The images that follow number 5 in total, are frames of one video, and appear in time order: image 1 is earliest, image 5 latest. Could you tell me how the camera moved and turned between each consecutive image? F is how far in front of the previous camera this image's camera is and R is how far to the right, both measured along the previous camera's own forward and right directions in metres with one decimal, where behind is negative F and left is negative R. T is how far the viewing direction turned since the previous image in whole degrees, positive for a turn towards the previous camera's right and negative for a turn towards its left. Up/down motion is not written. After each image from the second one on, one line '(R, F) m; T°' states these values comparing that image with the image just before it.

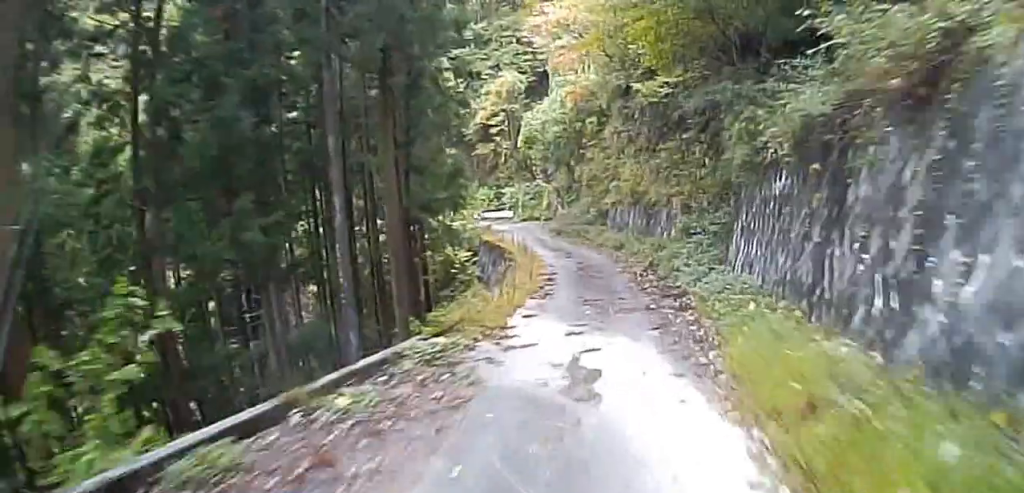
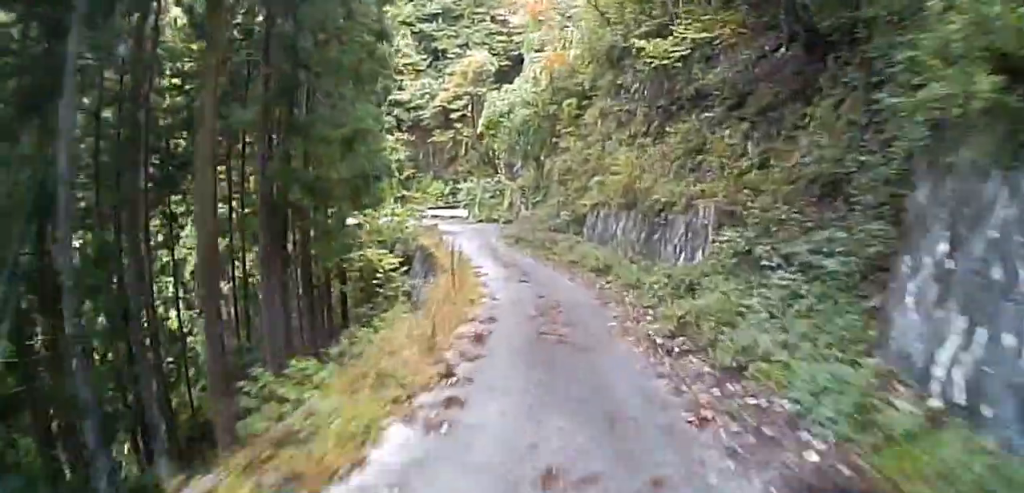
(+2.1, +7.6) m; +20°
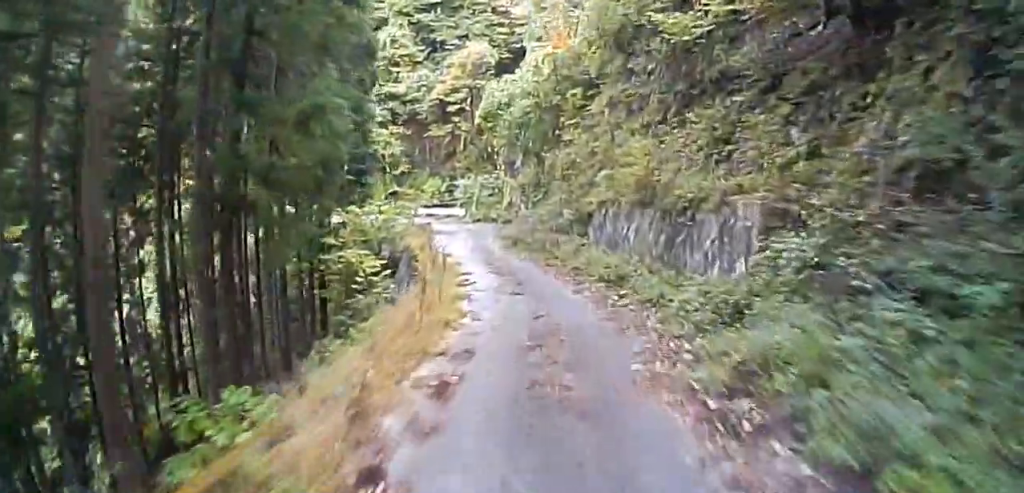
(+0.1, +3.1) m; +1°
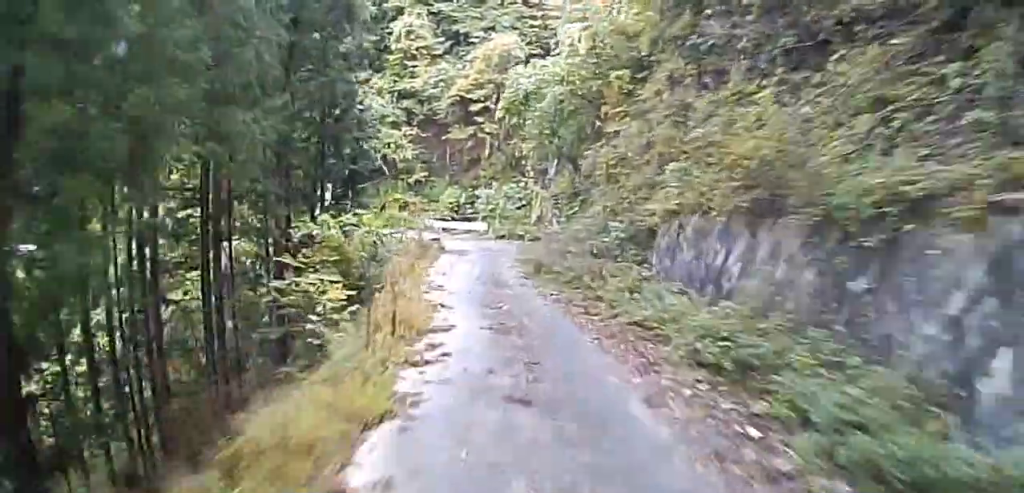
(0.0, +7.1) m; 0°
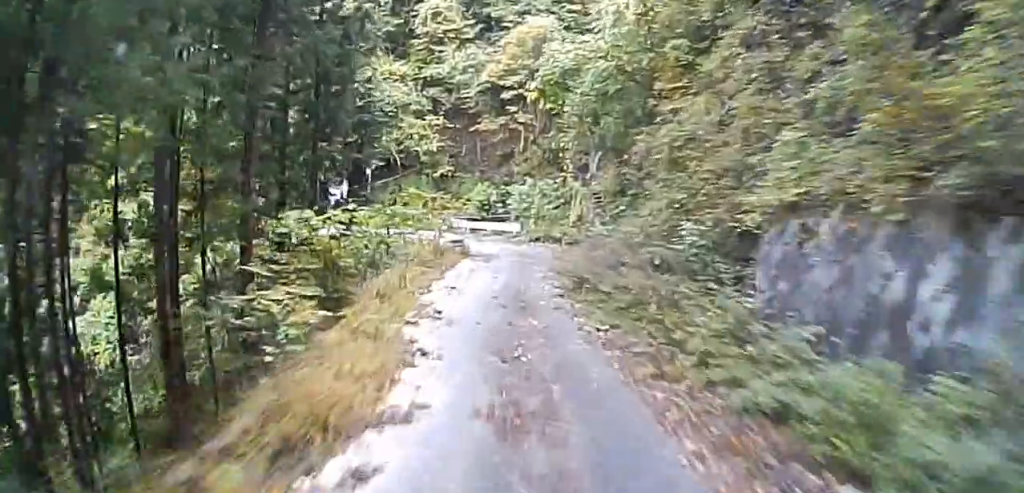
(0.0, +4.5) m; -3°
